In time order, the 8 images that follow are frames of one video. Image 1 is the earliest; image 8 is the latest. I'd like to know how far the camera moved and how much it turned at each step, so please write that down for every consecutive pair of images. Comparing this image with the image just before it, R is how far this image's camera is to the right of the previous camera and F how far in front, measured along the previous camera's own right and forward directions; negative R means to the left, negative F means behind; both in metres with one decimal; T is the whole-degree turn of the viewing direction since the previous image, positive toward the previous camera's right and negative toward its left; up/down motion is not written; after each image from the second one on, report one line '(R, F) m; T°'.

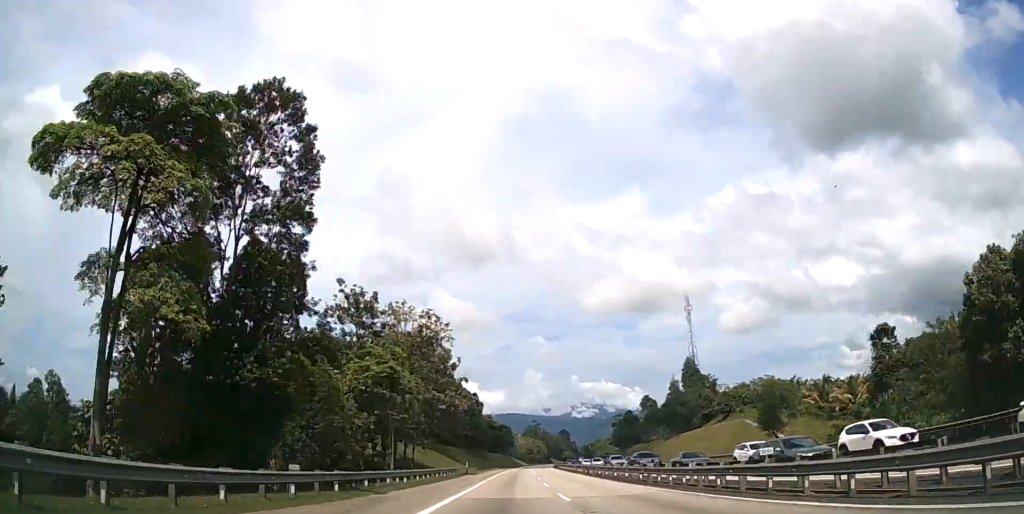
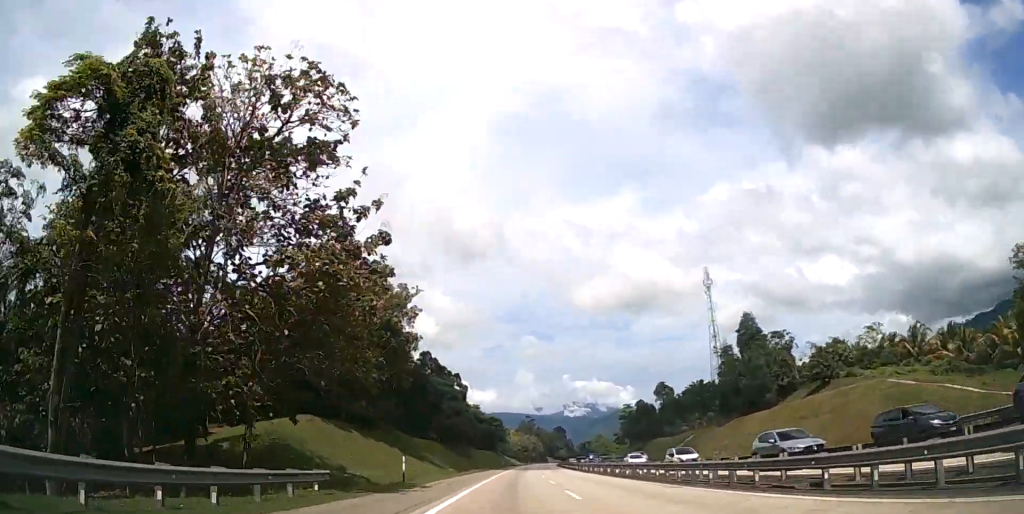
(+0.3, +36.9) m; +1°
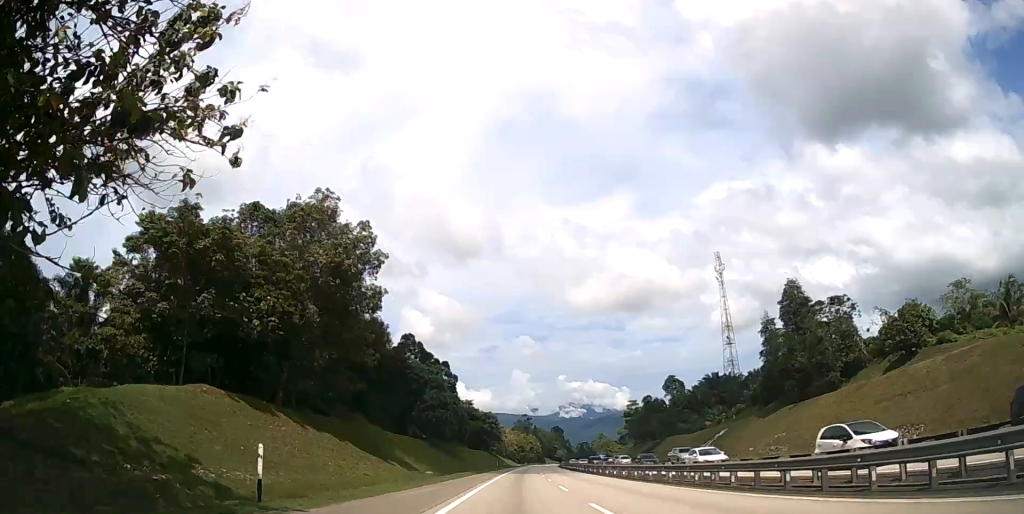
(0.0, +17.8) m; 0°
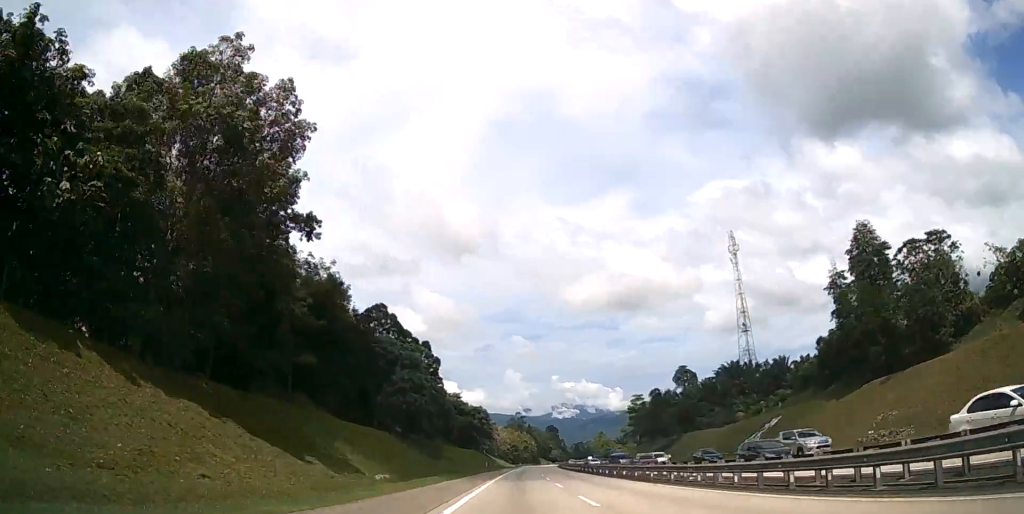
(+0.1, +20.2) m; 0°
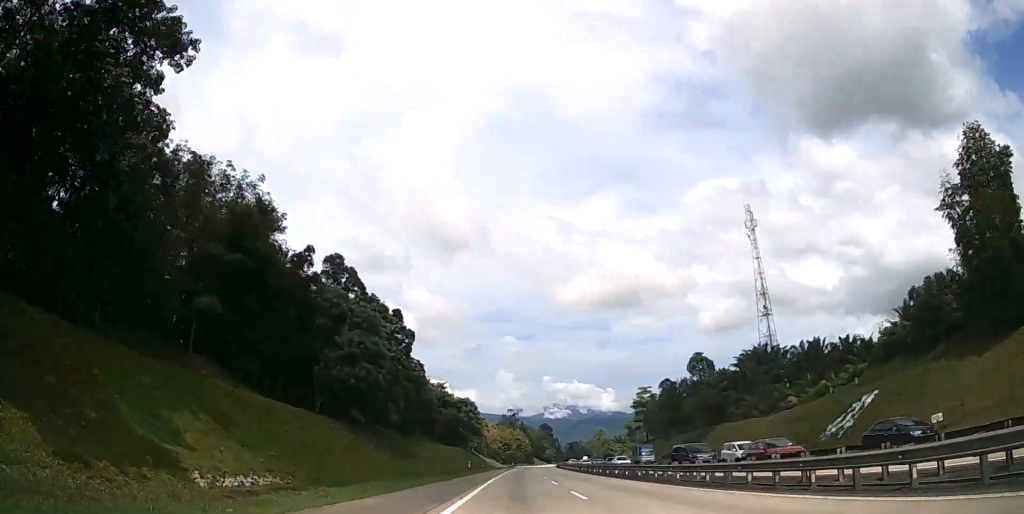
(+0.1, +21.4) m; +1°
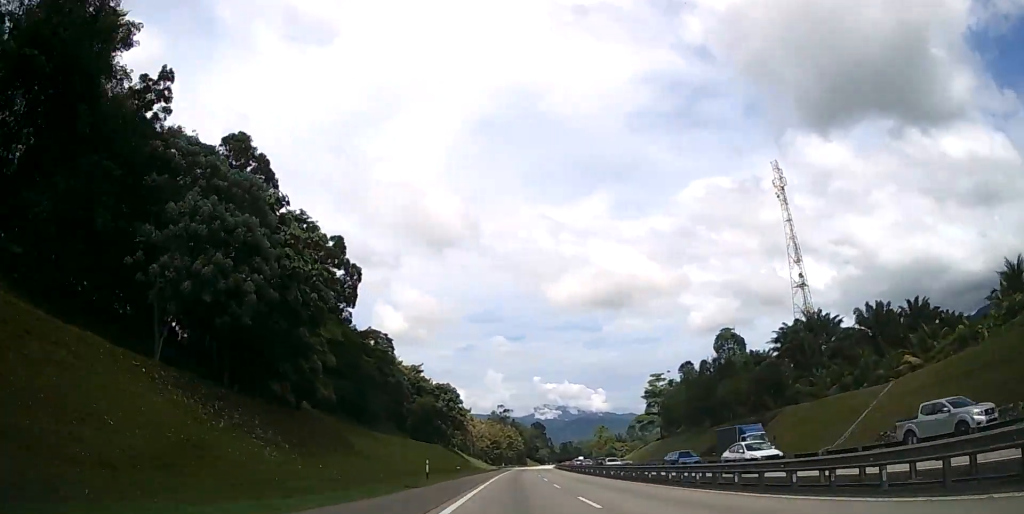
(+0.2, +27.3) m; +1°
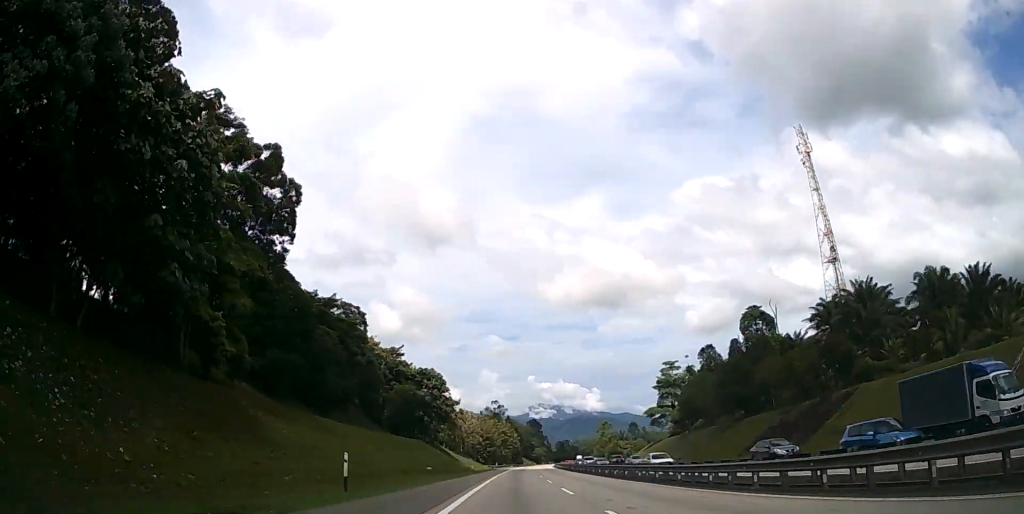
(+0.1, +17.8) m; +1°
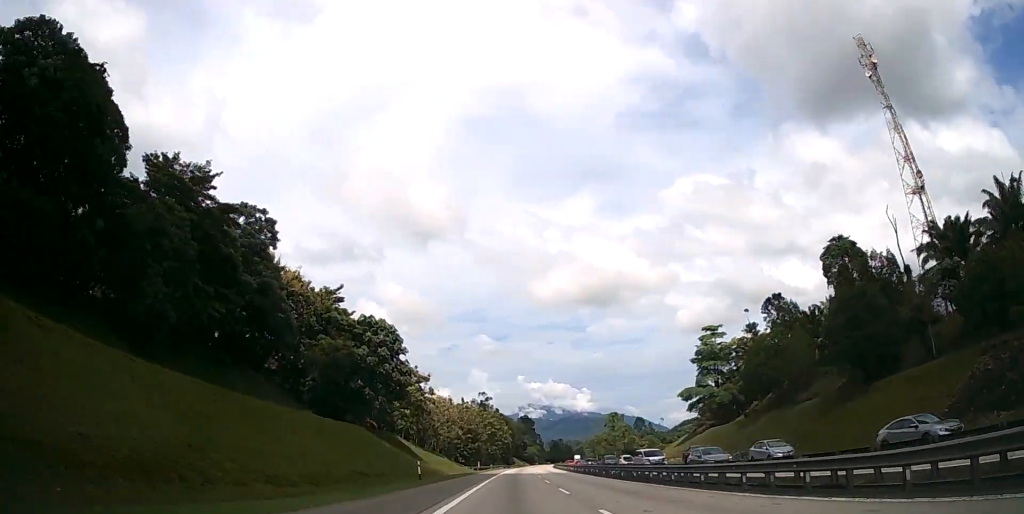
(+0.3, +35.6) m; +1°
